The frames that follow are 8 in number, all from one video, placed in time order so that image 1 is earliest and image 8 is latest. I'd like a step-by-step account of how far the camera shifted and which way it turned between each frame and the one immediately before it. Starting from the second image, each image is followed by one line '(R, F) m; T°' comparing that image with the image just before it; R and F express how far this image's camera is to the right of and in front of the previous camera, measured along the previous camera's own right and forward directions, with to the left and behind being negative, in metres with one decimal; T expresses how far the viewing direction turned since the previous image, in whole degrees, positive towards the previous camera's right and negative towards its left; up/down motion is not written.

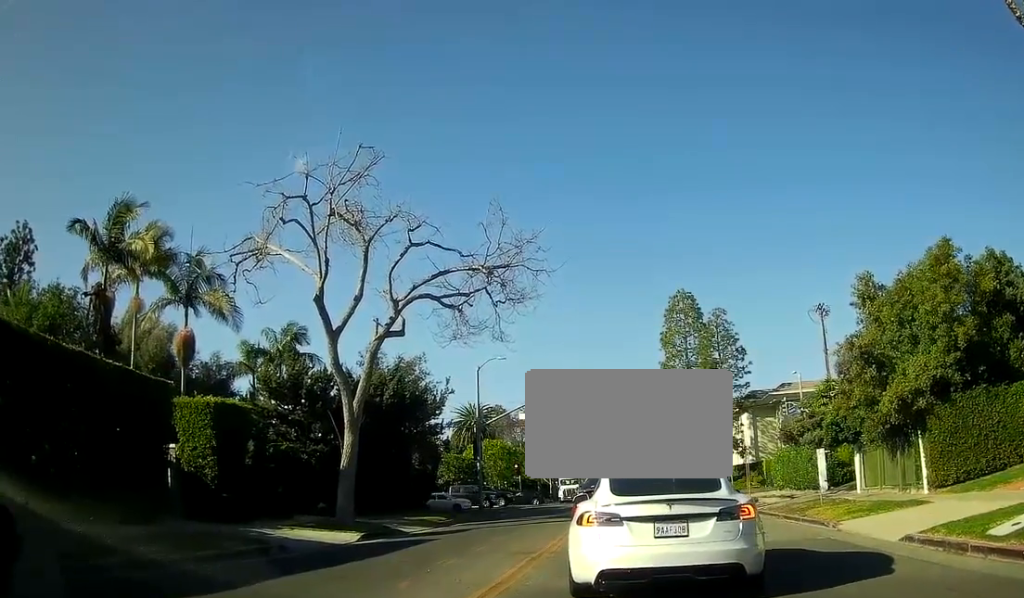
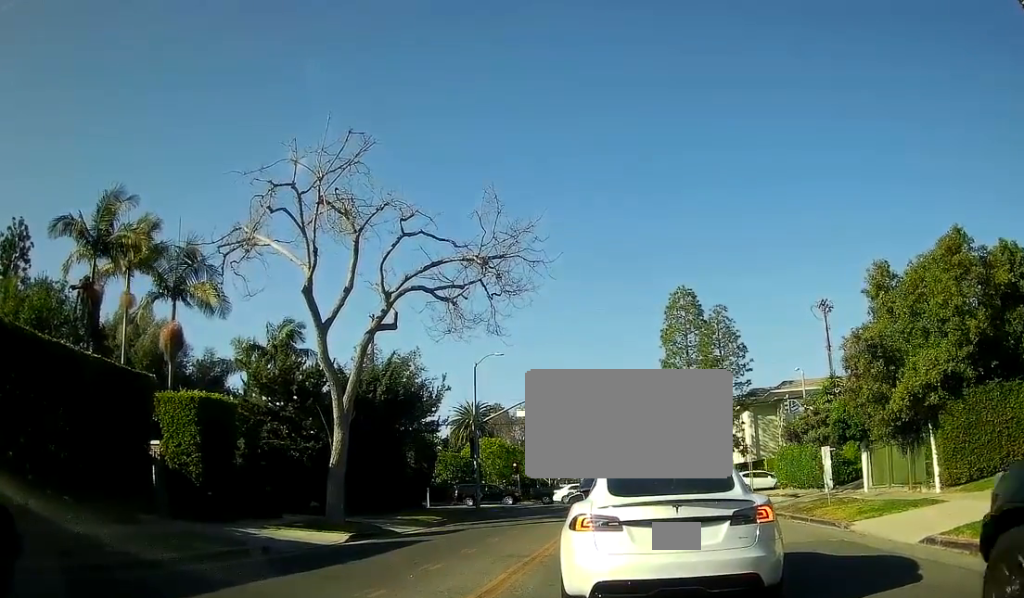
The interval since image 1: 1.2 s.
(0.0, +0.9) m; 0°
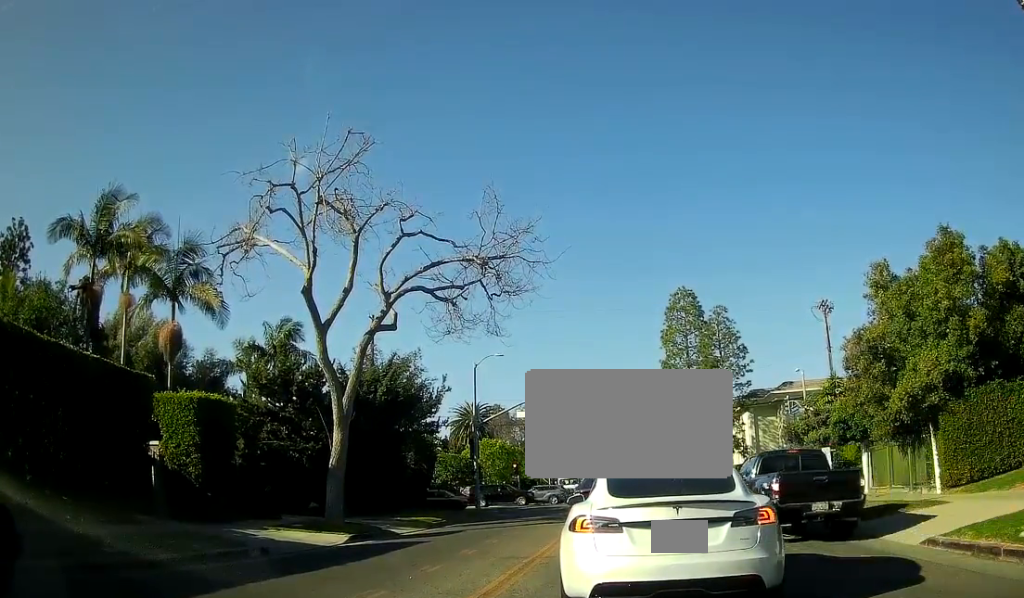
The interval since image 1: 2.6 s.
(0.0, +0.5) m; 0°
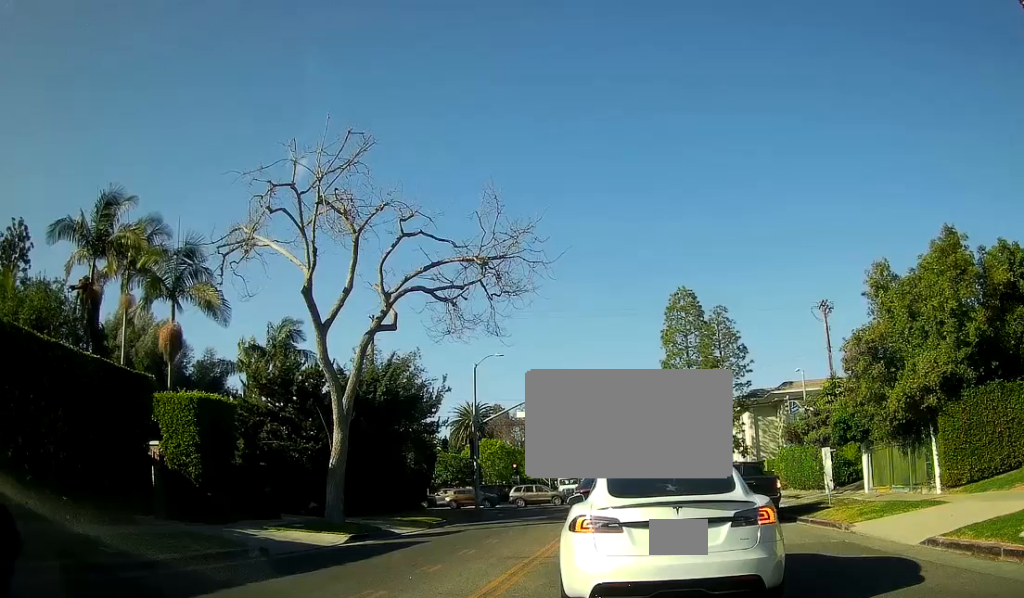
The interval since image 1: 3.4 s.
(0.0, +0.2) m; 0°
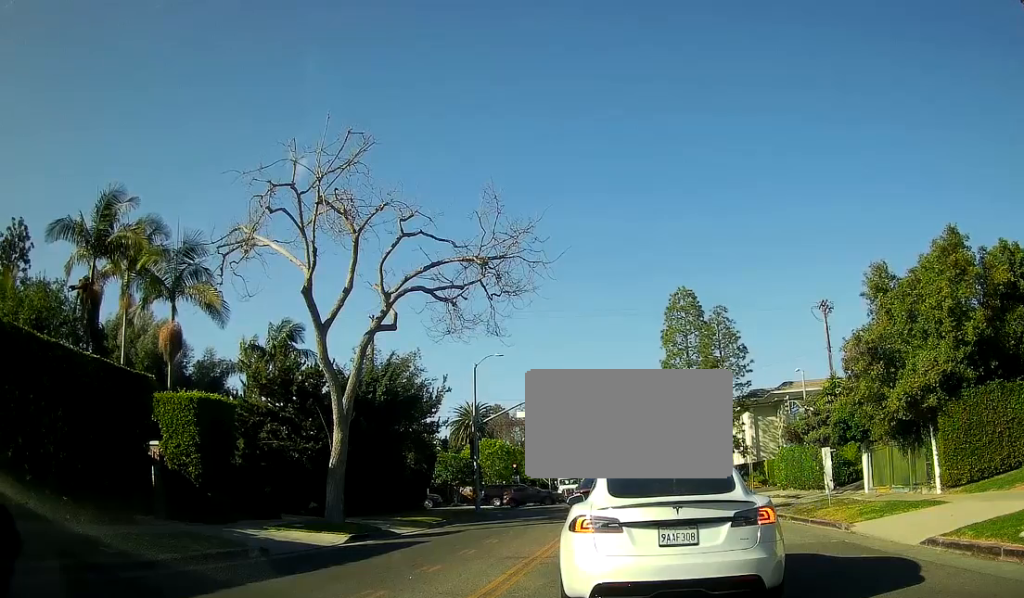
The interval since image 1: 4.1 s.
(0.0, +0.1) m; 0°
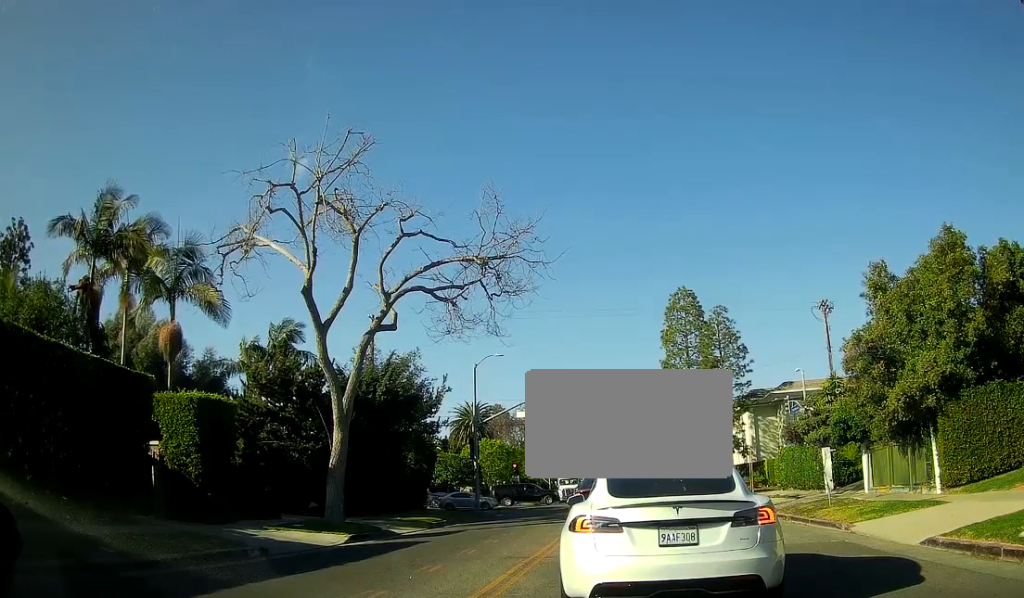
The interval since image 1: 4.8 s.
(0.0, +0.1) m; 0°
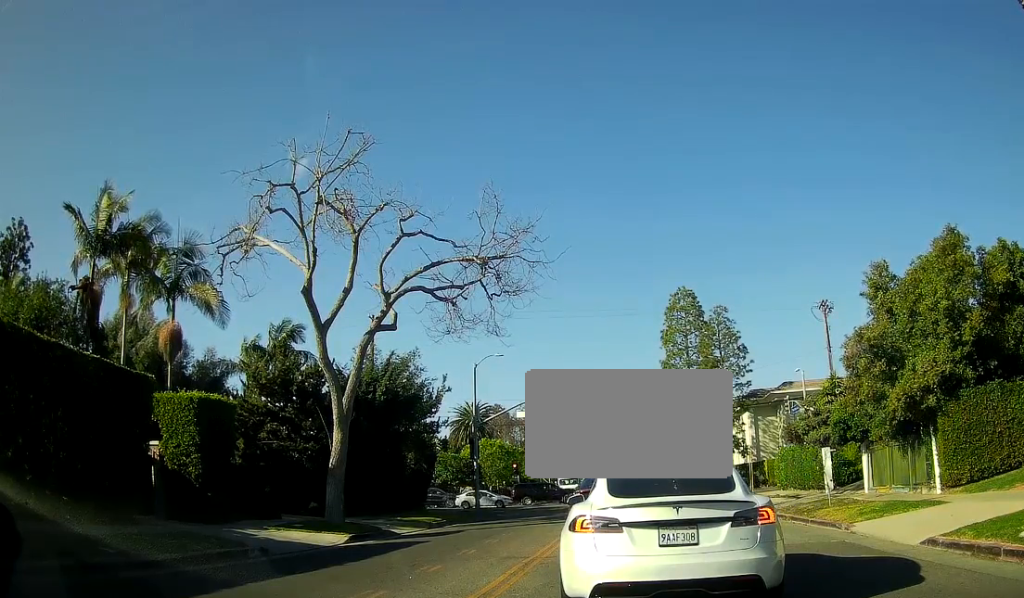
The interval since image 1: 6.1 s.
(0.0, +0.1) m; 0°
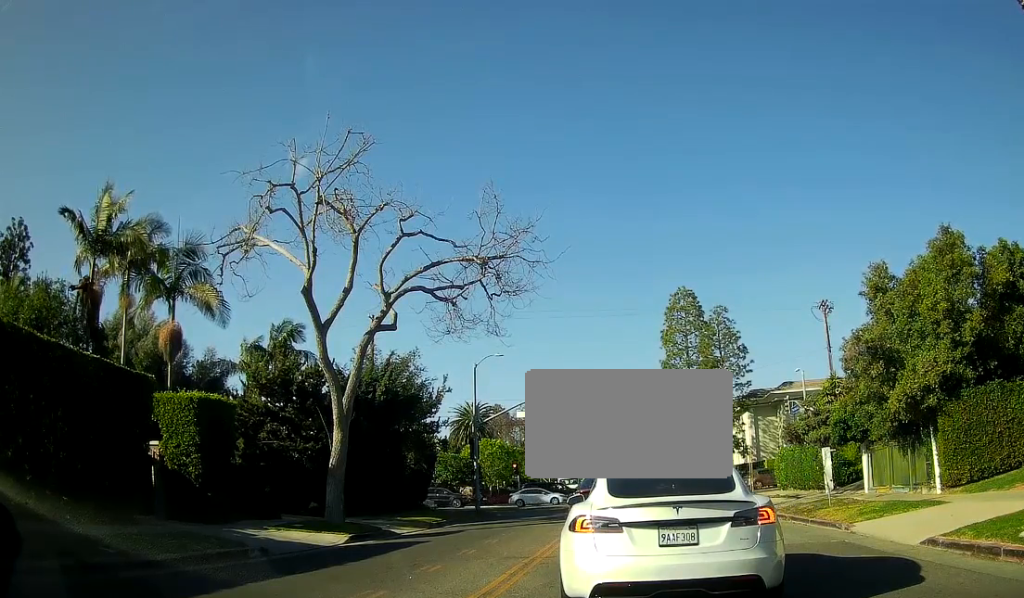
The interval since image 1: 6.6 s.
(0.0, 0.0) m; 0°
